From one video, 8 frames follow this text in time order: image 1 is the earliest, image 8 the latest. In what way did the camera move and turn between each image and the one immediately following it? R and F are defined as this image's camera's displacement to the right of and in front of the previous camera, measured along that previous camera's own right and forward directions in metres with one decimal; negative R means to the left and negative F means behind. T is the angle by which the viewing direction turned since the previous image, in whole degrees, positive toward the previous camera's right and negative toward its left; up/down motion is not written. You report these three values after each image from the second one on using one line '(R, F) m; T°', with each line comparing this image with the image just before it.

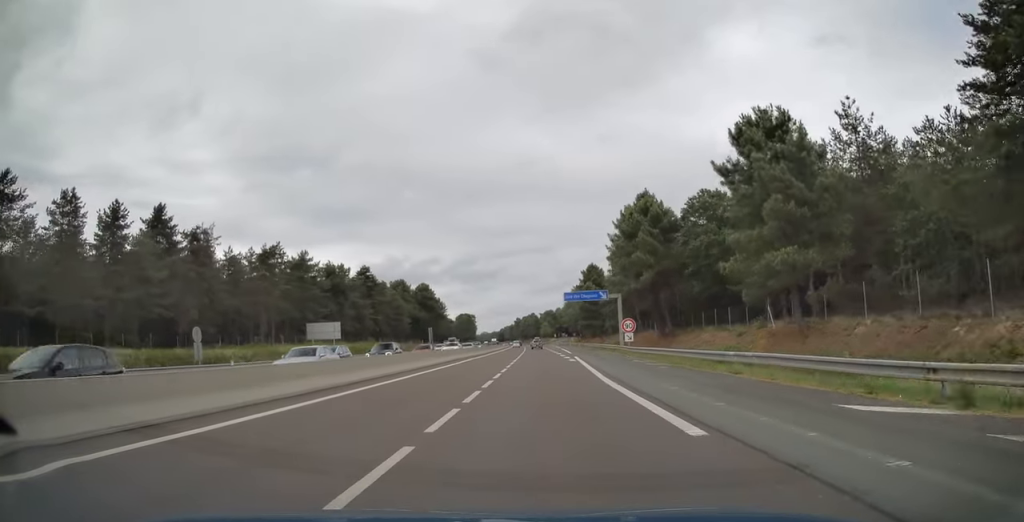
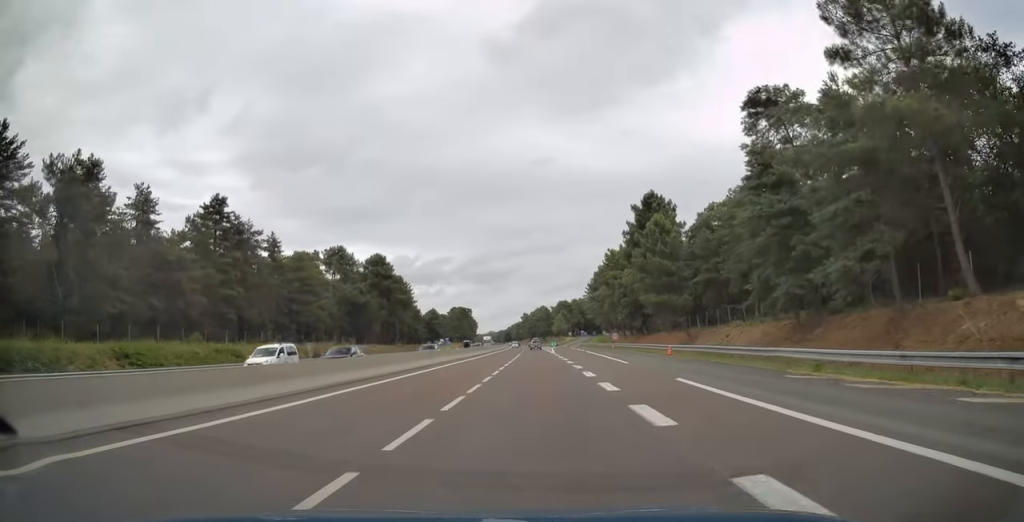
(-0.7, +80.2) m; -1°
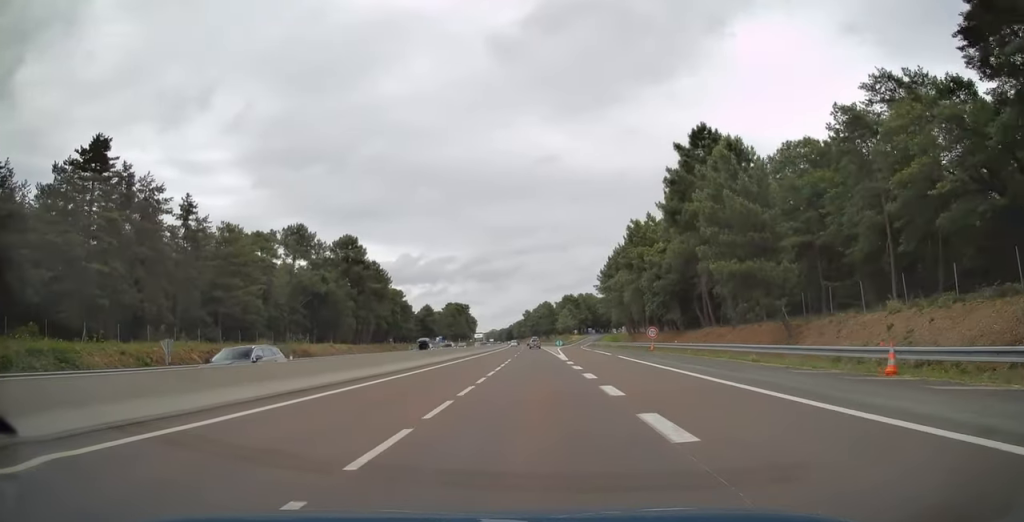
(0.0, +27.4) m; 0°
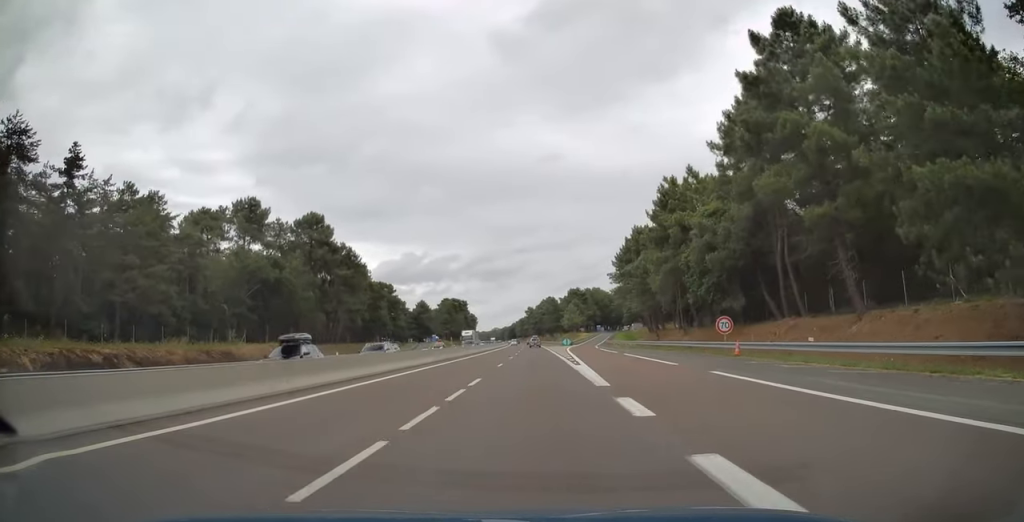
(0.0, +23.1) m; 0°
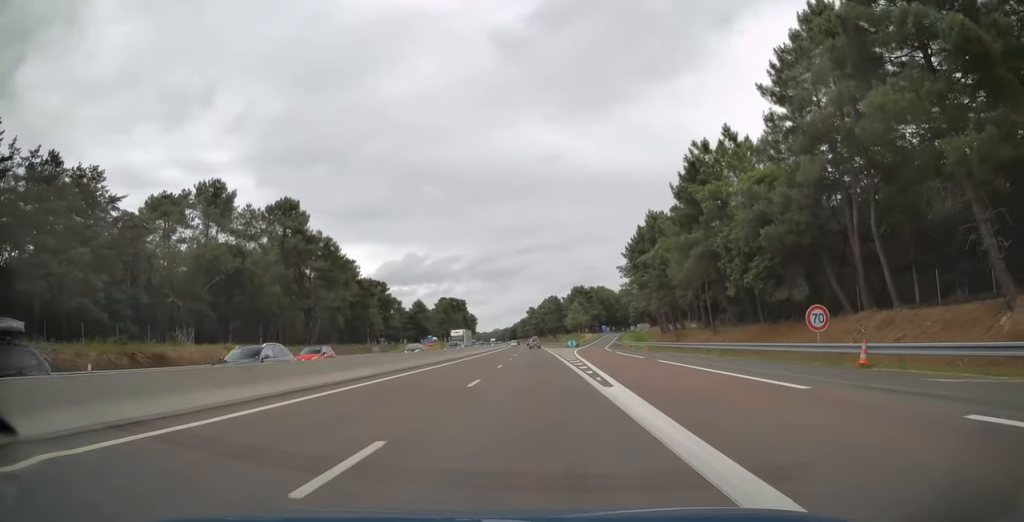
(-0.1, +12.9) m; 0°
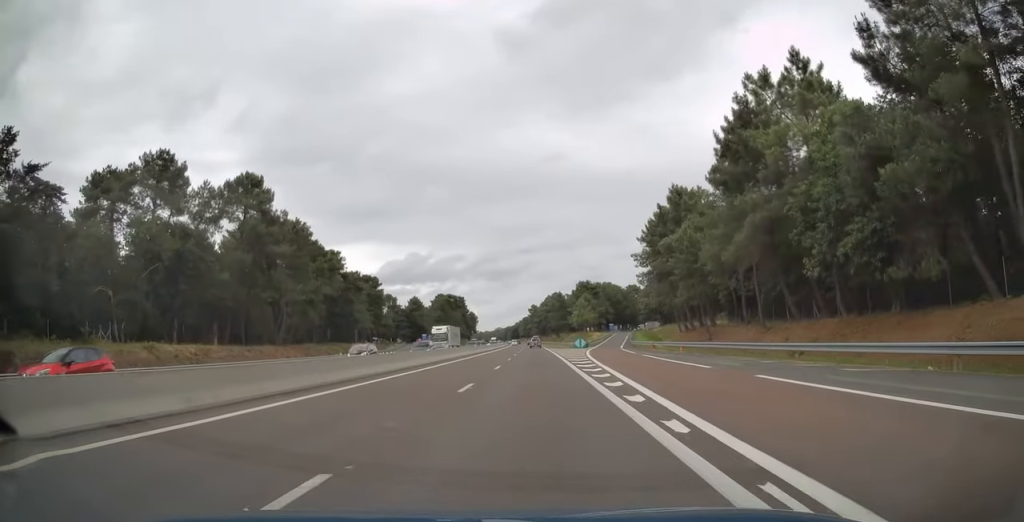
(-0.1, +15.1) m; 0°
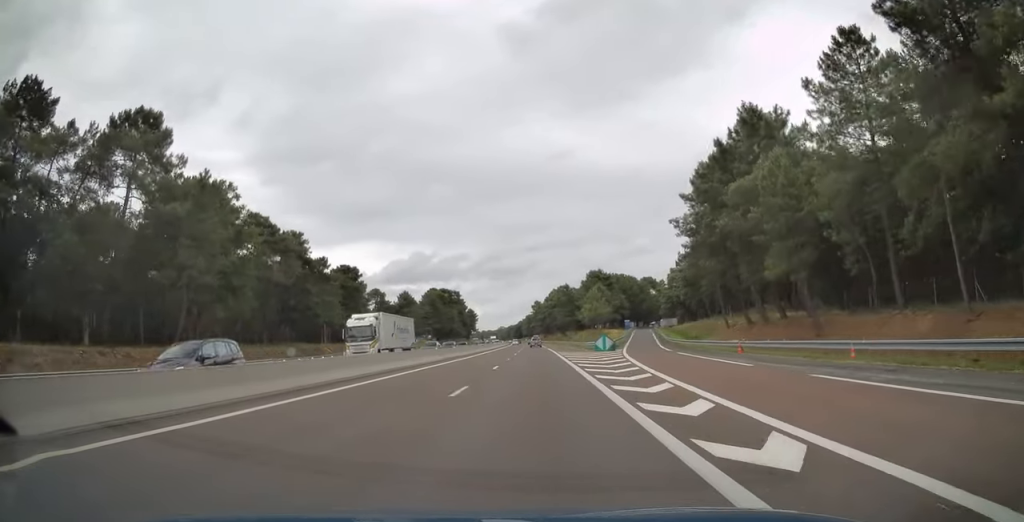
(-0.2, +27.5) m; 0°
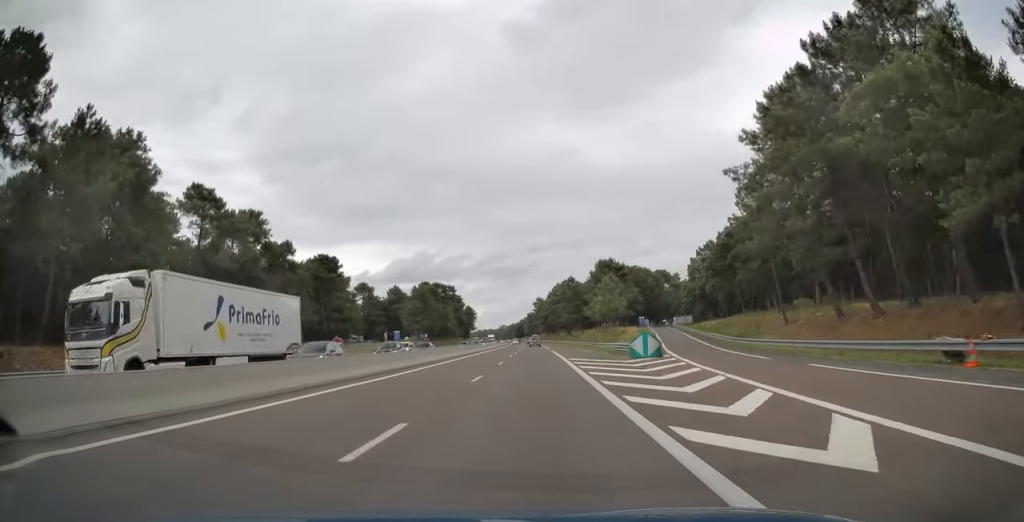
(0.0, +21.0) m; 0°
